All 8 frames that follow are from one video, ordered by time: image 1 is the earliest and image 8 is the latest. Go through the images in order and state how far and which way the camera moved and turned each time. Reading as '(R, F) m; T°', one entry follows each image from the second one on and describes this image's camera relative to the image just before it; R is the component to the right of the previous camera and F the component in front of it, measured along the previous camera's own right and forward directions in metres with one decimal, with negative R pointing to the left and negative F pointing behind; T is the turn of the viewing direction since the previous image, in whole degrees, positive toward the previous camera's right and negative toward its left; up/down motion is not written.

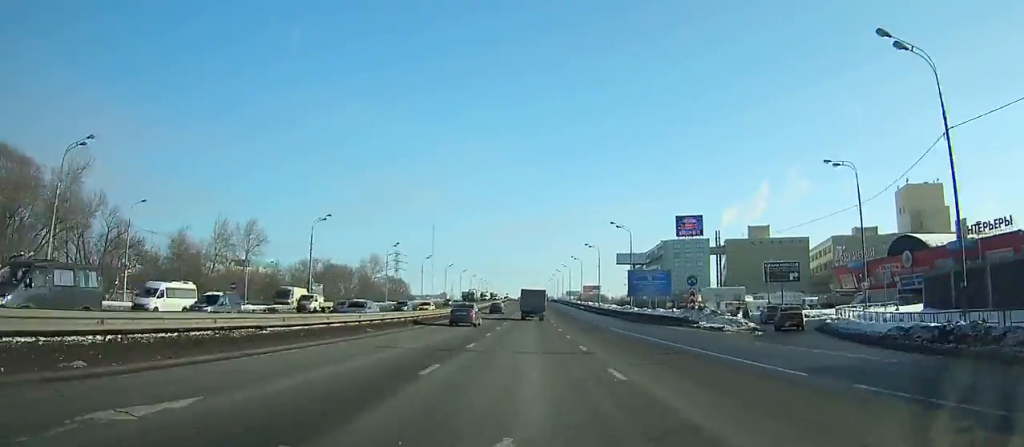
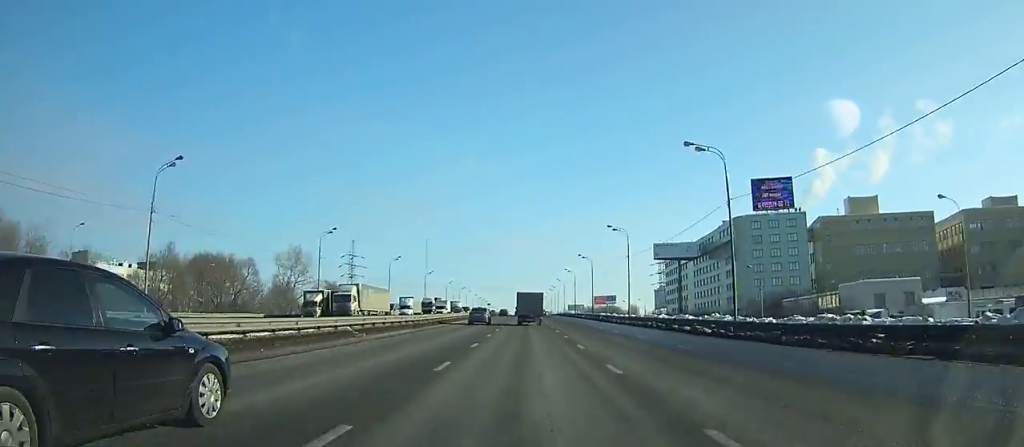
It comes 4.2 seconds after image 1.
(-0.3, +78.7) m; 0°
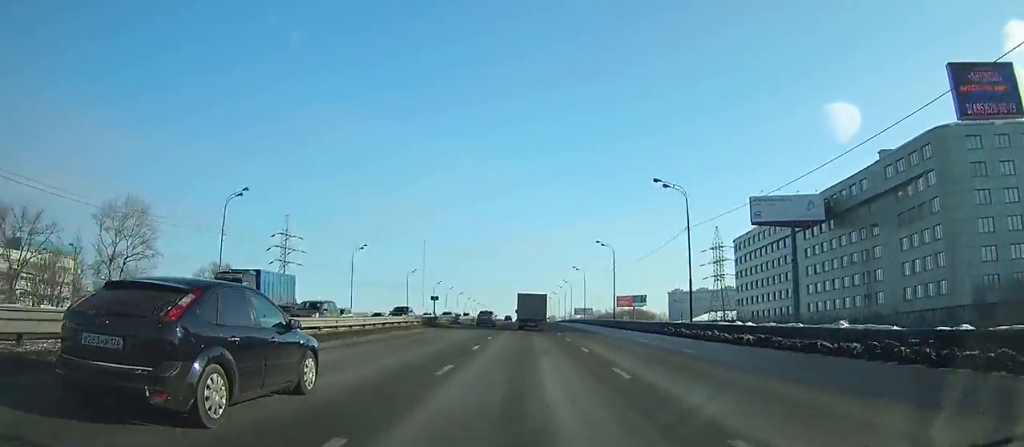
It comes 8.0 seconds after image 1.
(+0.1, +71.8) m; 0°
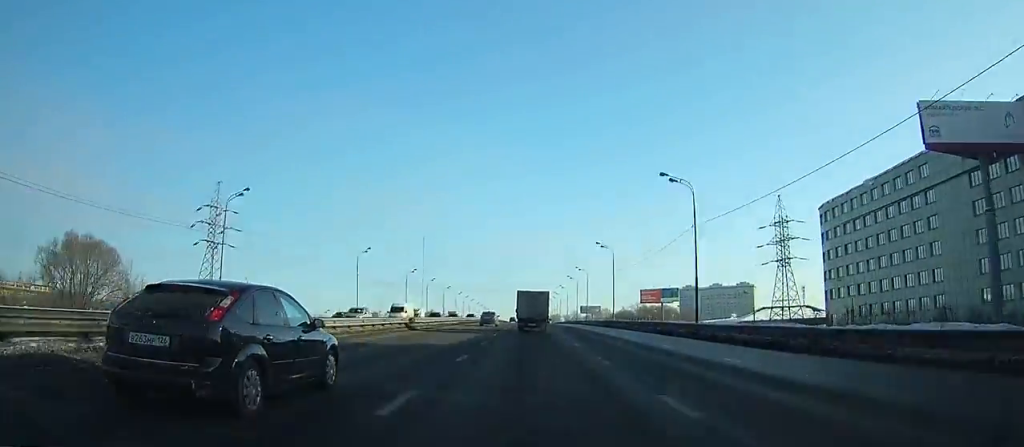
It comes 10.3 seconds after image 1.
(0.0, +43.5) m; 0°
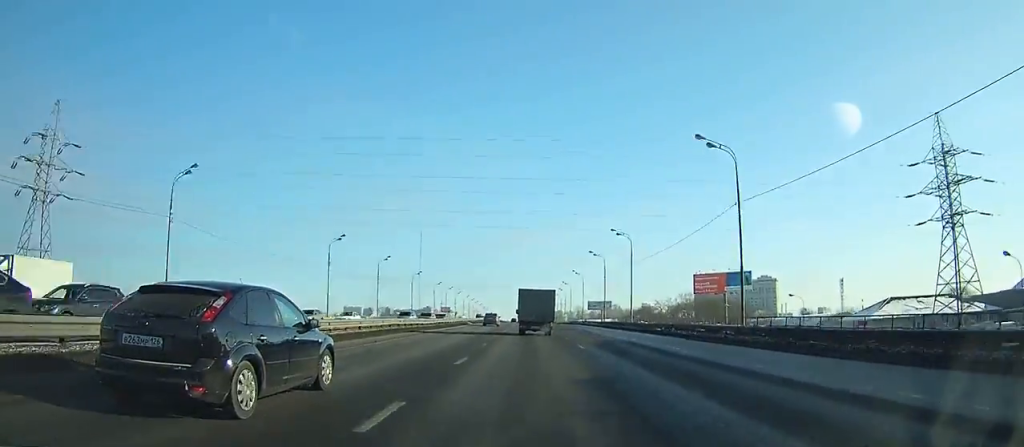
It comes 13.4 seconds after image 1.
(-0.2, +58.1) m; 0°
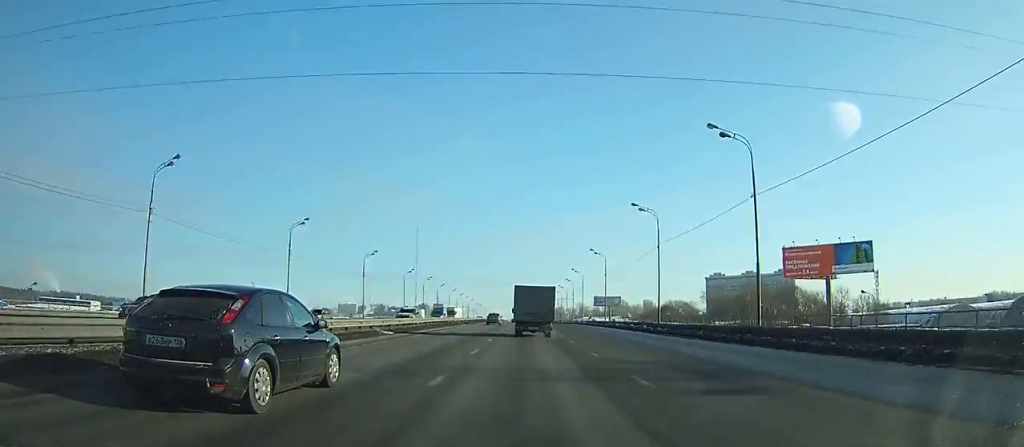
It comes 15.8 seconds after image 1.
(0.0, +44.7) m; 0°
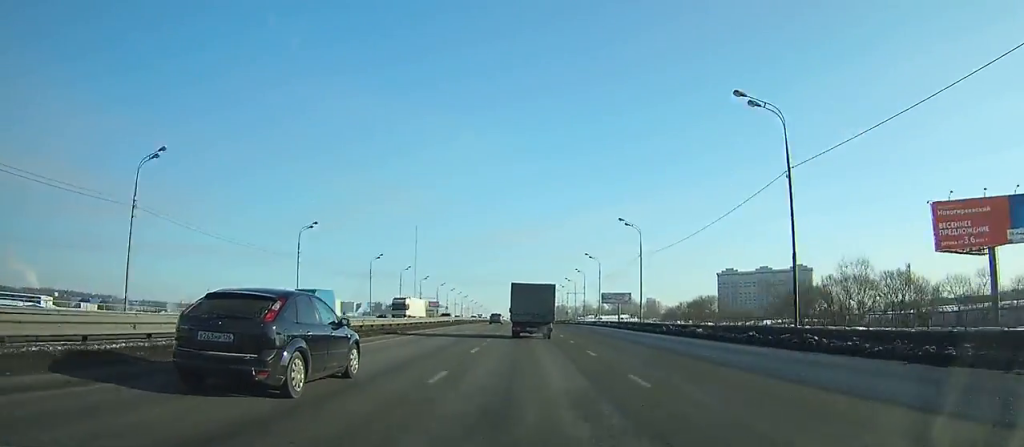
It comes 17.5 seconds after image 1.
(0.0, +31.5) m; 0°
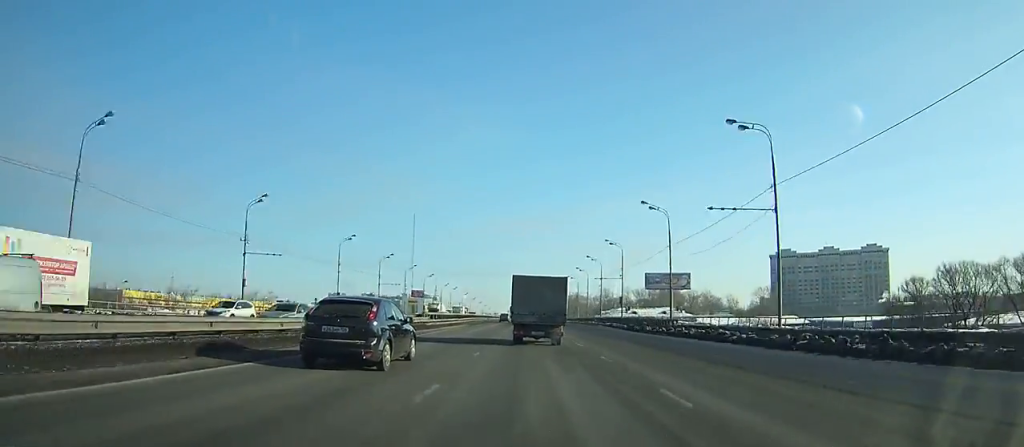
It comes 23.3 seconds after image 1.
(+0.5, +106.1) m; 0°
